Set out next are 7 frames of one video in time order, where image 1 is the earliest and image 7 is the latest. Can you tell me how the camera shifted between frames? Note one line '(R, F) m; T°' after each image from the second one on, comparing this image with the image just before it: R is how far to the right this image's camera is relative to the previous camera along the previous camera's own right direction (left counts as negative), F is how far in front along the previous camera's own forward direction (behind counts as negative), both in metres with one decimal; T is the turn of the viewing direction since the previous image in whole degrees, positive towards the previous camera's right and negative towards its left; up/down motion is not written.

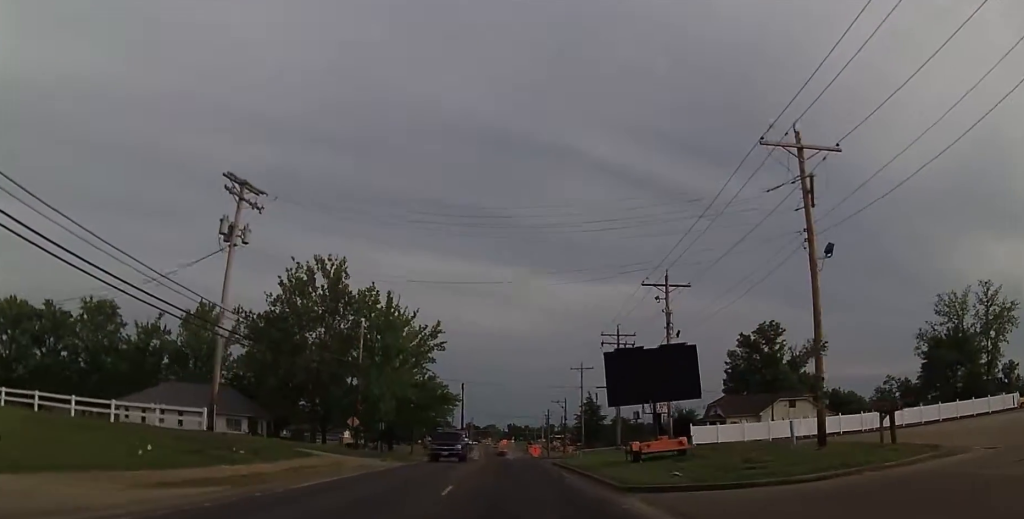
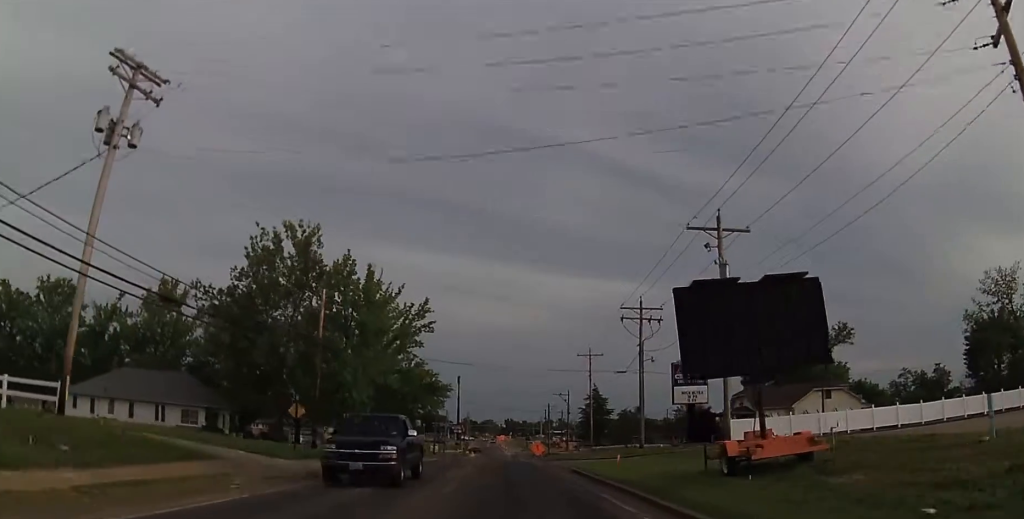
(0.0, +10.8) m; 0°
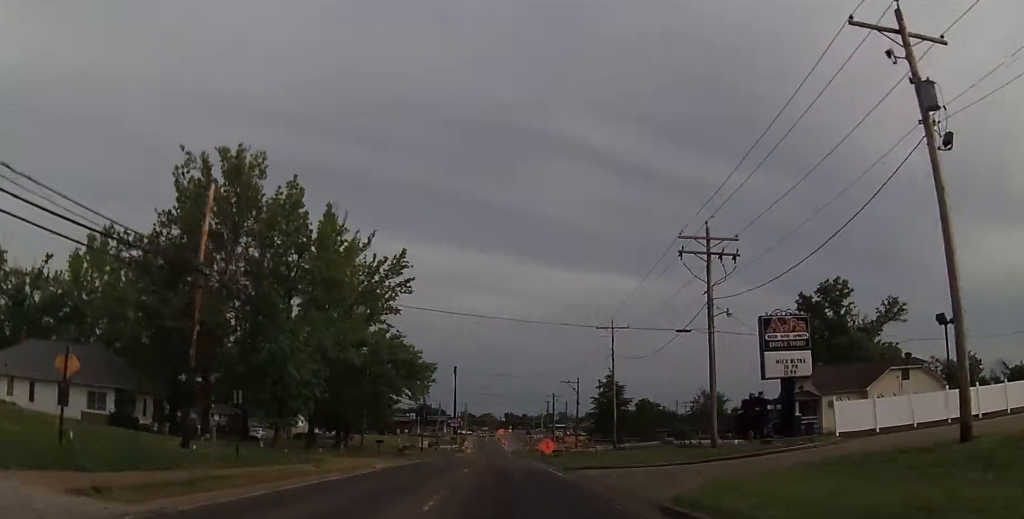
(+0.2, +16.5) m; +2°
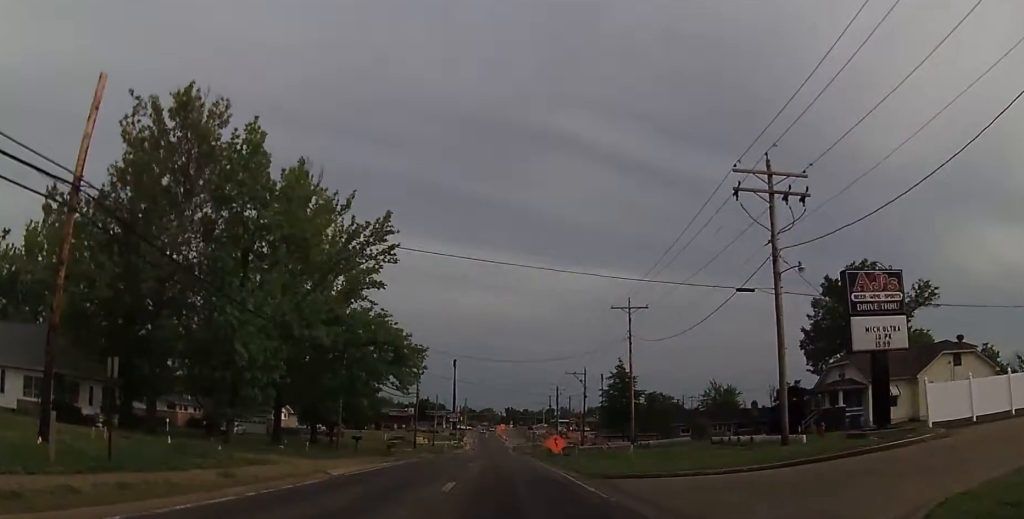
(+0.3, +8.4) m; 0°
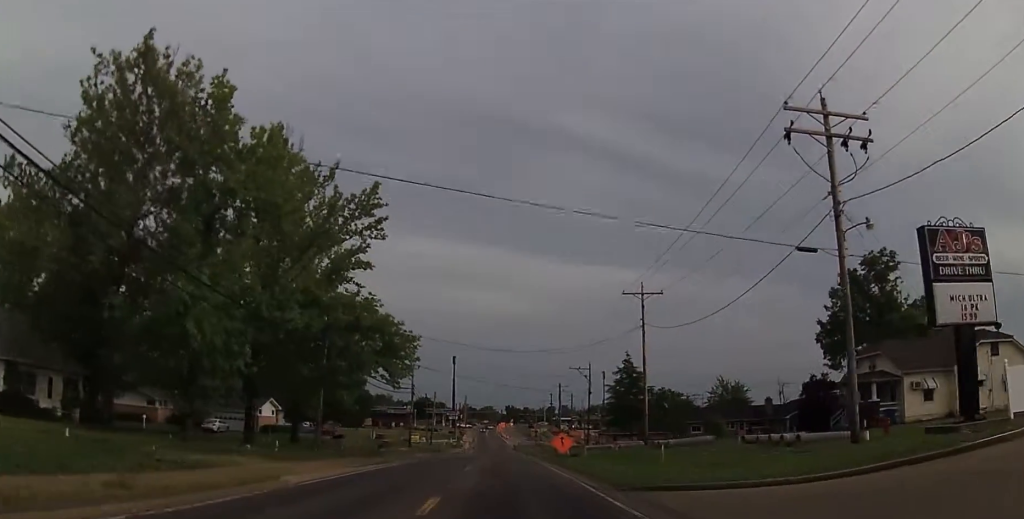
(-0.1, +4.6) m; -1°
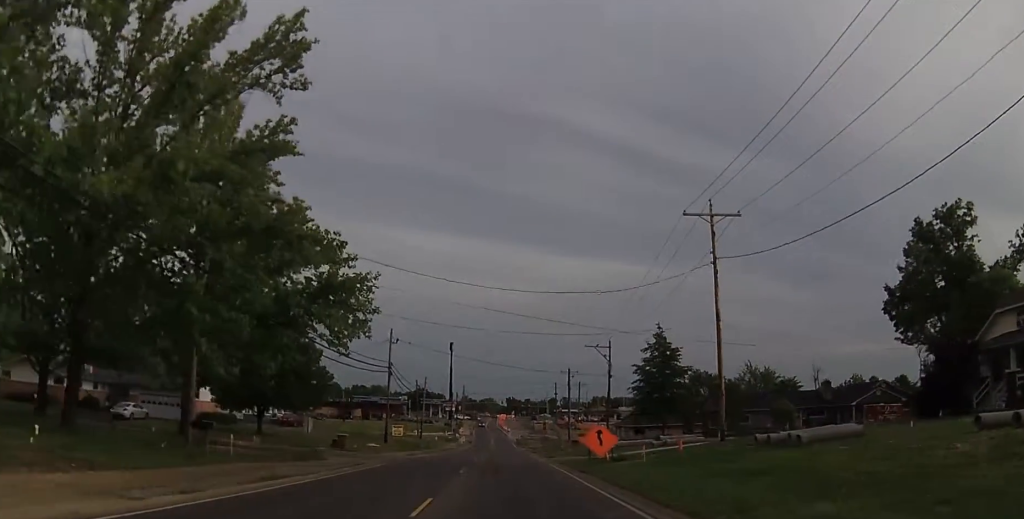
(-0.4, +16.9) m; -1°
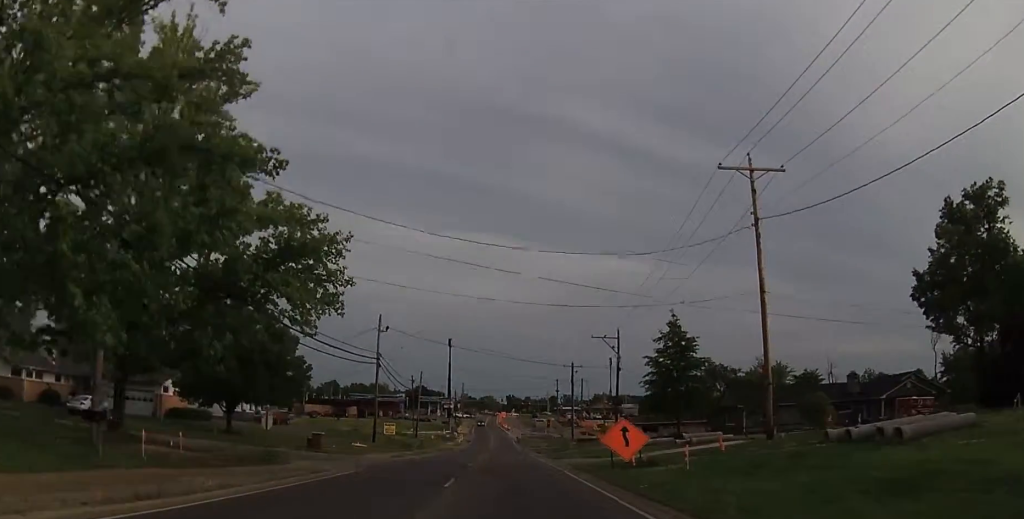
(0.0, +5.8) m; 0°
